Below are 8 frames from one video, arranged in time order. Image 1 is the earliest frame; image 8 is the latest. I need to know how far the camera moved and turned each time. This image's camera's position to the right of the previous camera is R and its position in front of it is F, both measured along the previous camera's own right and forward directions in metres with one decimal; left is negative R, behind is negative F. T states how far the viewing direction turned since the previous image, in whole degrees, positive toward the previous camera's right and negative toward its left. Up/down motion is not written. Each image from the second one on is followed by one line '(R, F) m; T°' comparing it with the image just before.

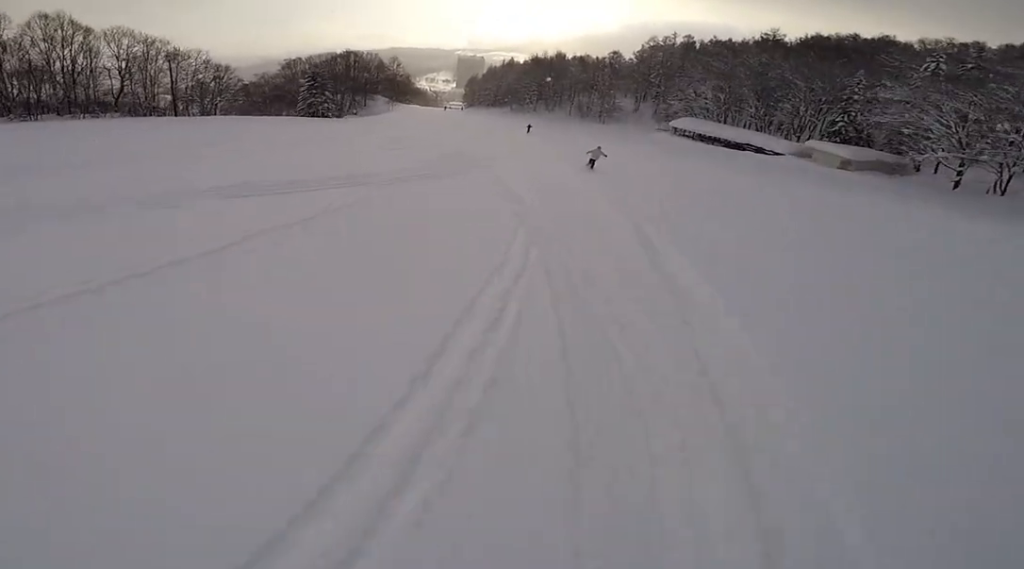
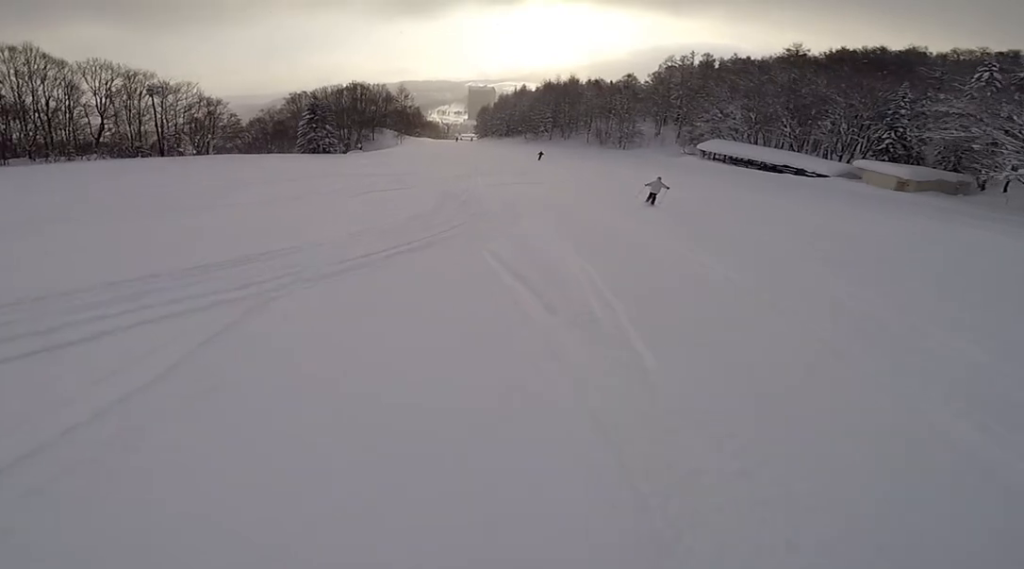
(0.0, +7.0) m; 0°
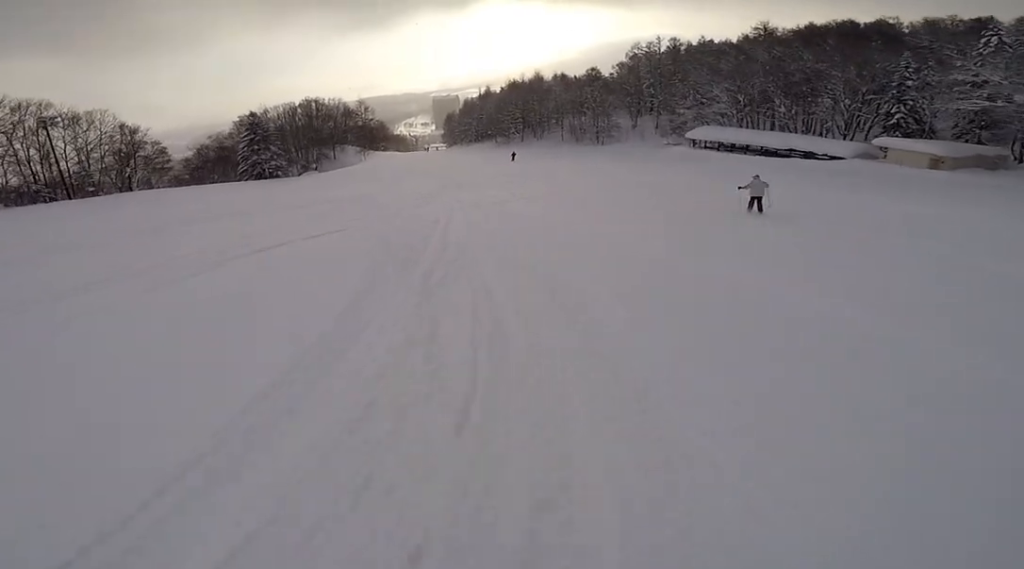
(0.0, +10.5) m; 0°
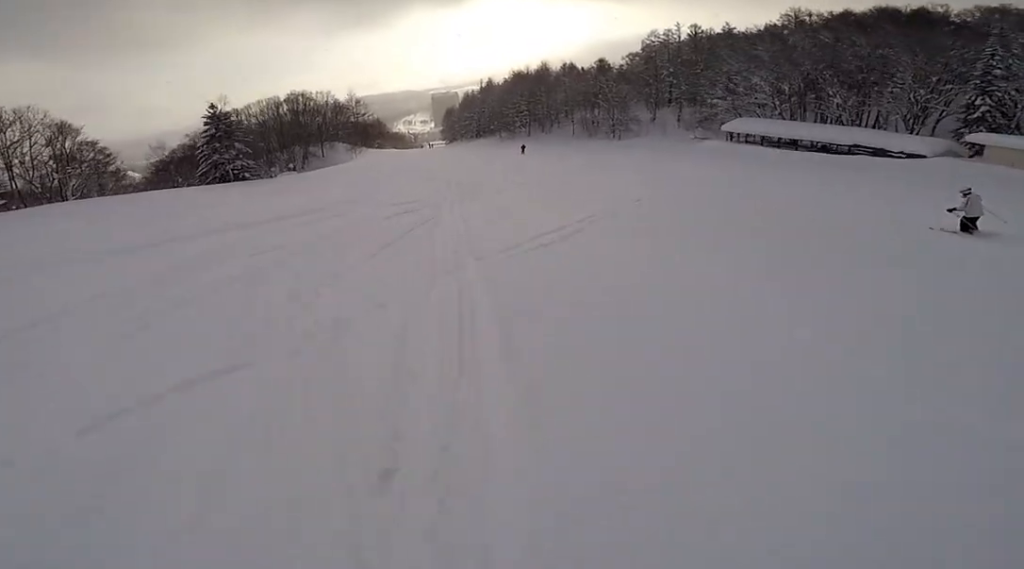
(0.0, +11.2) m; 0°
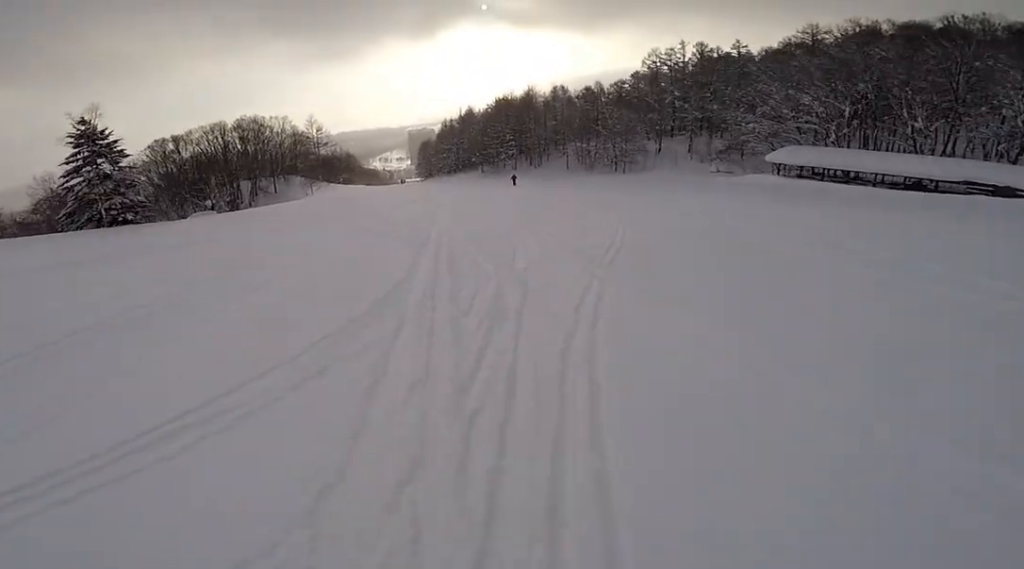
(0.0, +18.2) m; +3°
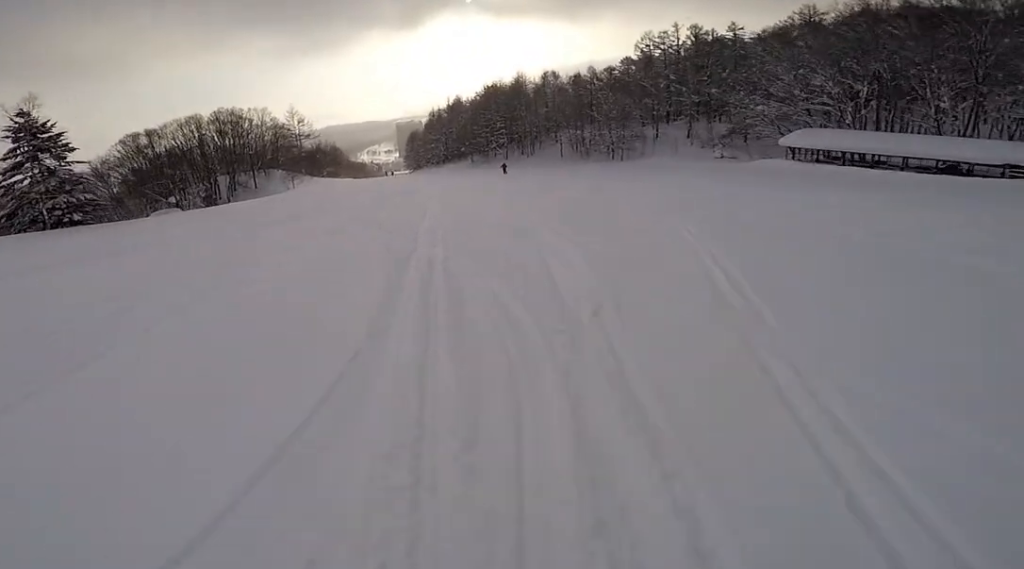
(0.0, +4.9) m; +1°
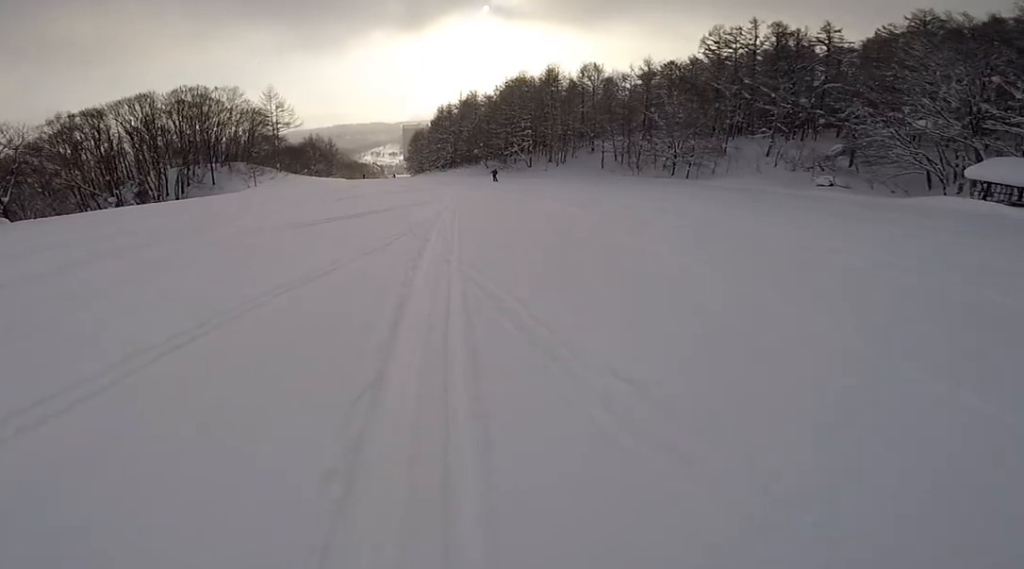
(+0.1, +19.5) m; 0°
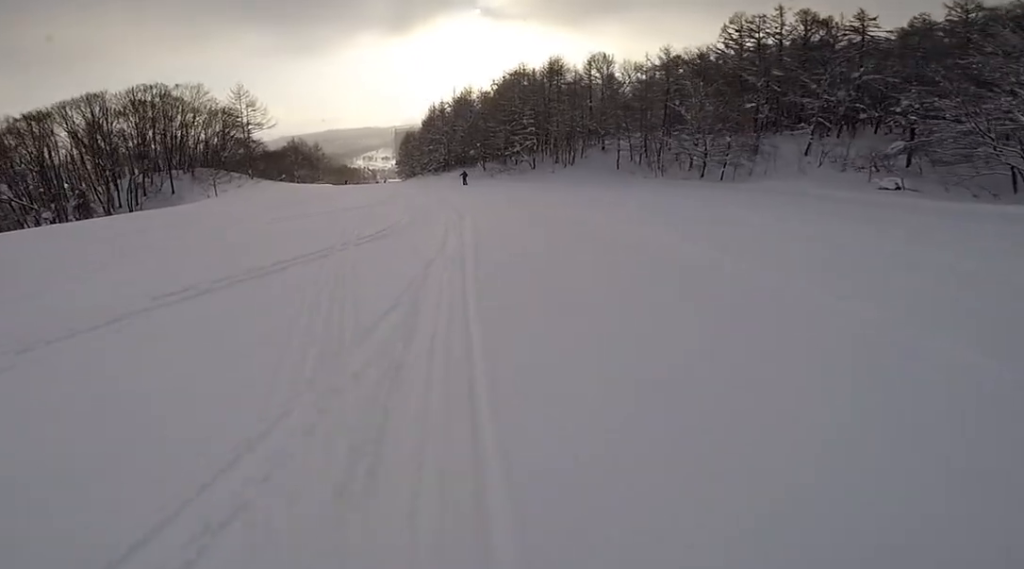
(+0.3, +9.7) m; -1°
